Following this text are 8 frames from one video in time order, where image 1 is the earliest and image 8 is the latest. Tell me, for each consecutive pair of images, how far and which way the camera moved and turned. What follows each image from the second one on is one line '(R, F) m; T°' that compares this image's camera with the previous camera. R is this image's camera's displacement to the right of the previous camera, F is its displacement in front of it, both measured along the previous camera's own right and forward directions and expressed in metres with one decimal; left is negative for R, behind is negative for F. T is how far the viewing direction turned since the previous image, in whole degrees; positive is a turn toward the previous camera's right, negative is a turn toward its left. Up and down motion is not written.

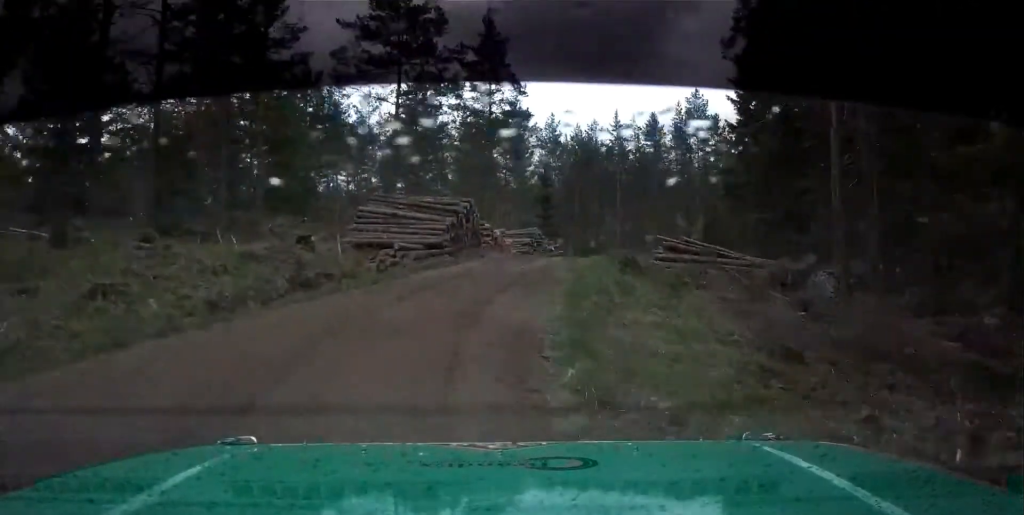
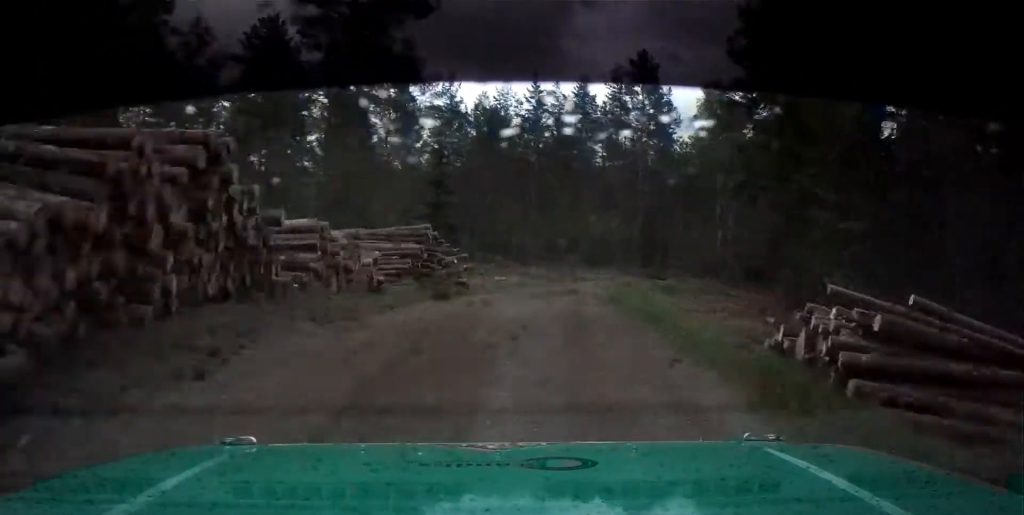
(+2.0, +20.5) m; +13°
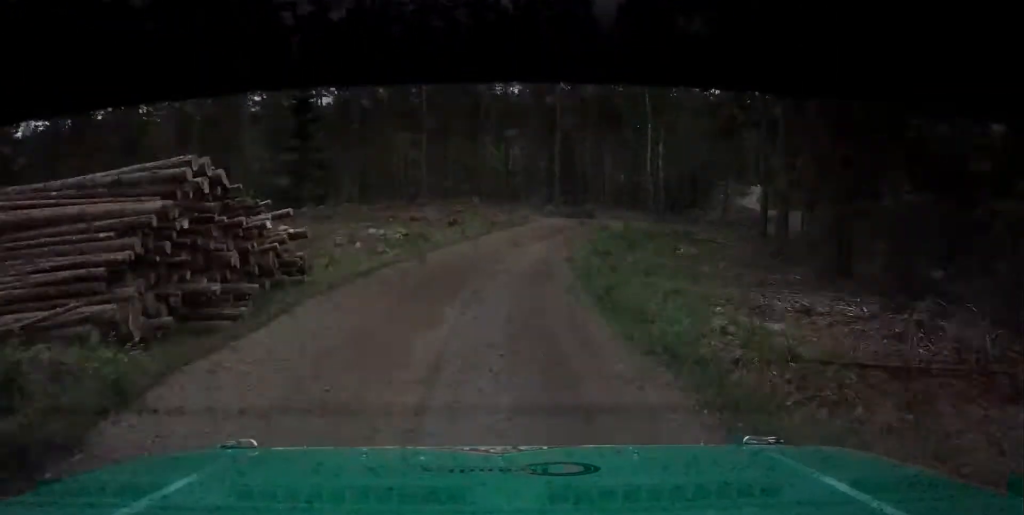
(+1.1, +13.7) m; +9°
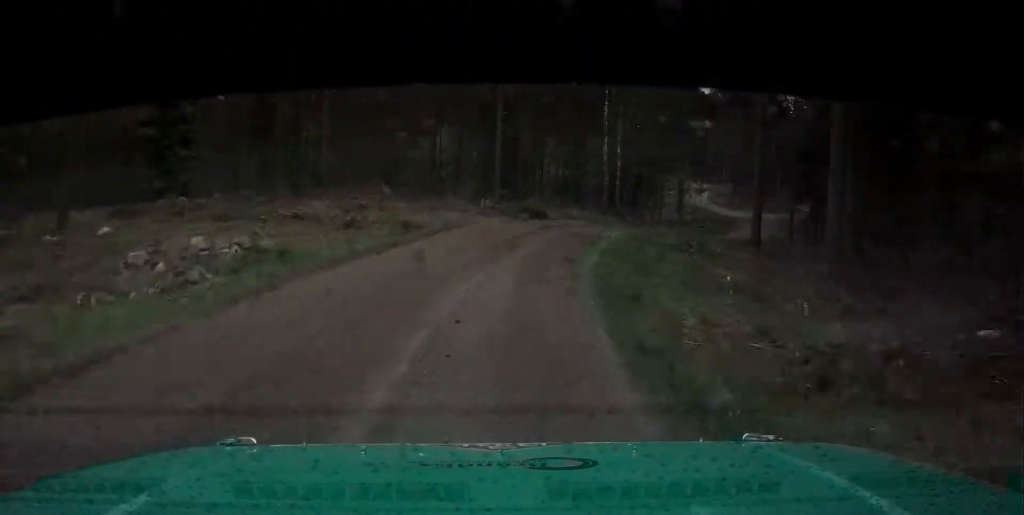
(+0.1, +10.9) m; +6°
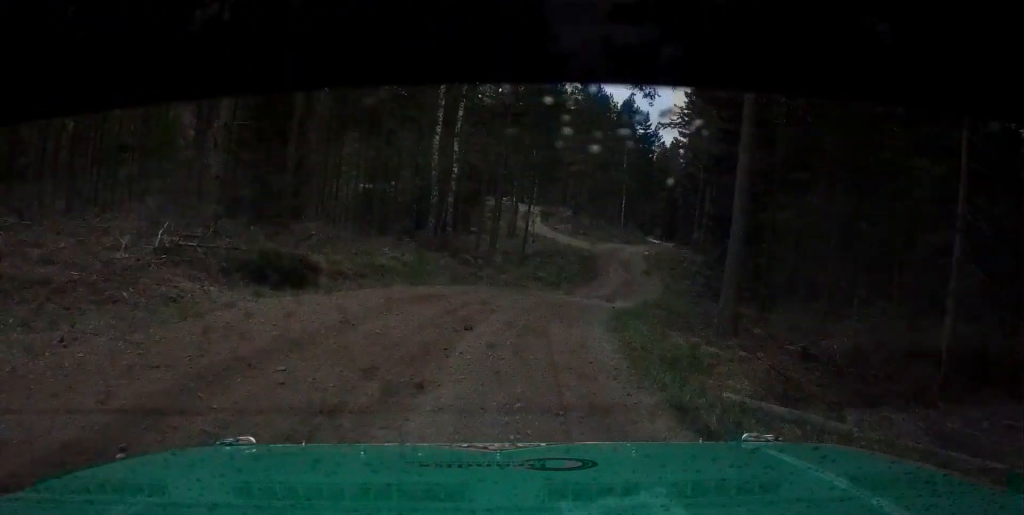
(+2.5, +21.0) m; +12°
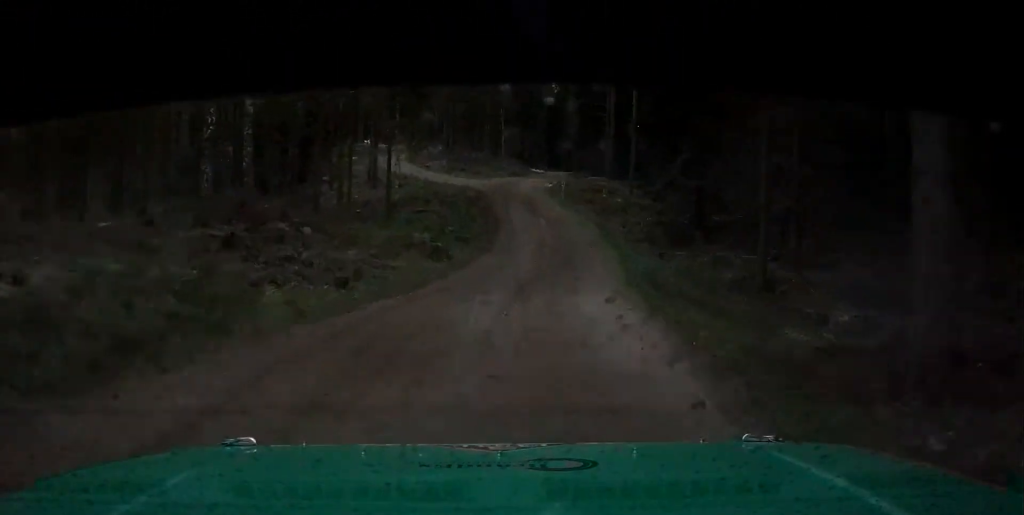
(+1.1, +14.4) m; +5°
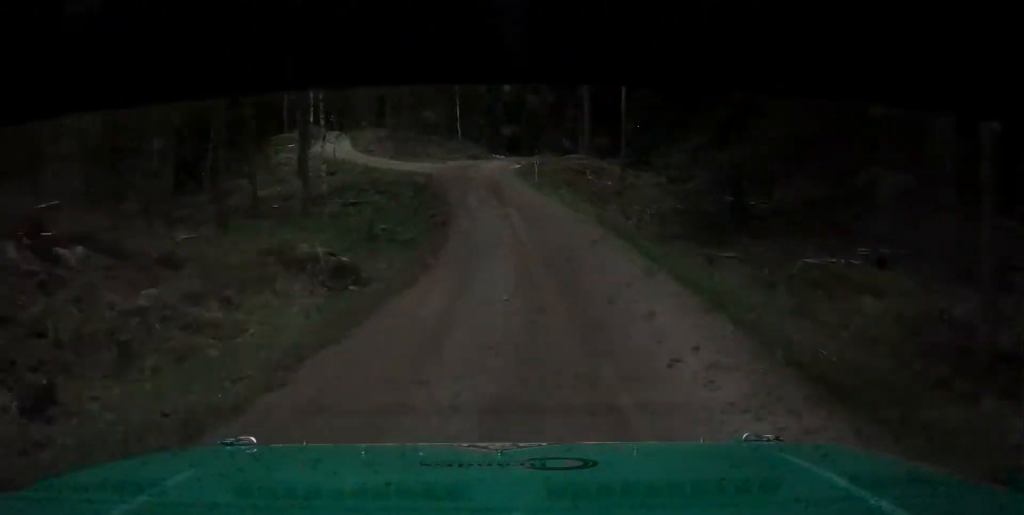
(+0.3, +10.4) m; +3°
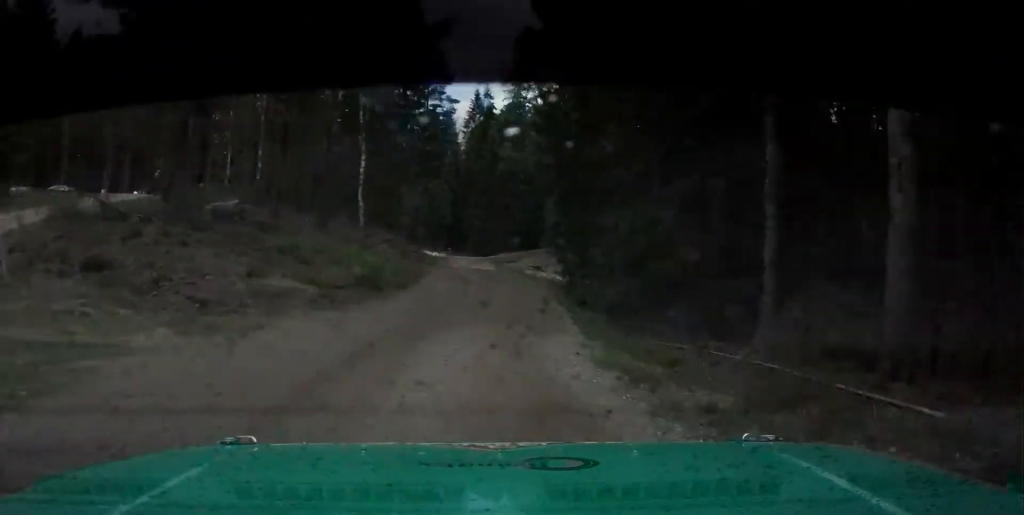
(+1.6, +42.7) m; +5°
